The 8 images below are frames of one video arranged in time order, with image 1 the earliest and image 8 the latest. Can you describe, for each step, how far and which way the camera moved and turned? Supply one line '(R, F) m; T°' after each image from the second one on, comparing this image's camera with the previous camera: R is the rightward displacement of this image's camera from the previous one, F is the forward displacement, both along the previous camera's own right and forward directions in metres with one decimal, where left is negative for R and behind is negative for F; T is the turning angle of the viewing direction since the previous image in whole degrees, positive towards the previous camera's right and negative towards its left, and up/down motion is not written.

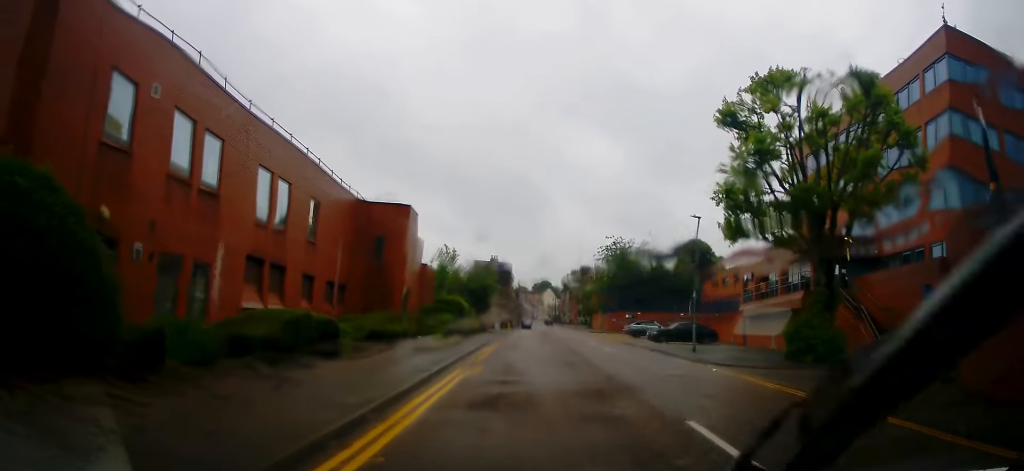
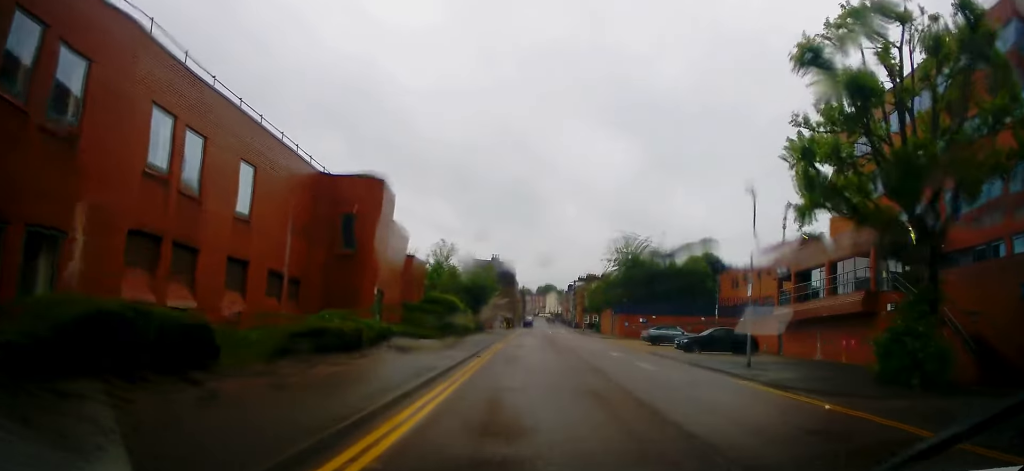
(0.0, +6.2) m; -1°
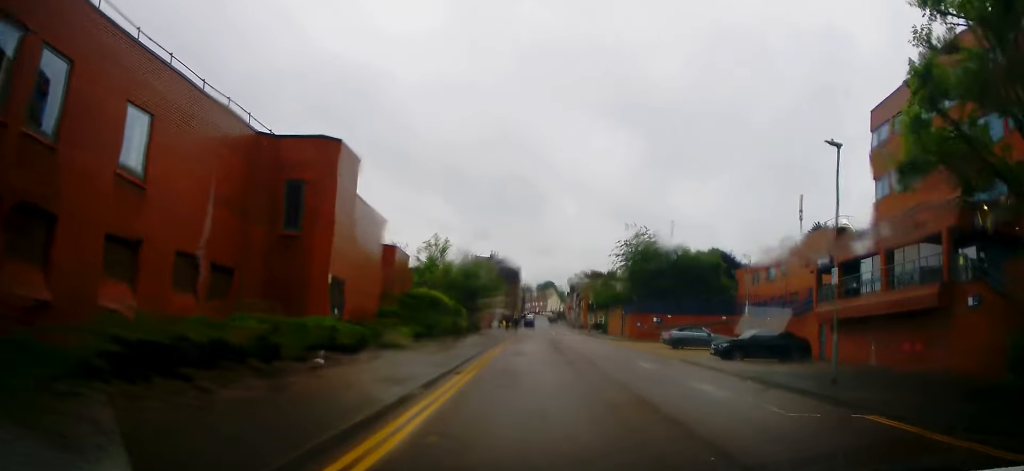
(0.0, +5.7) m; -1°
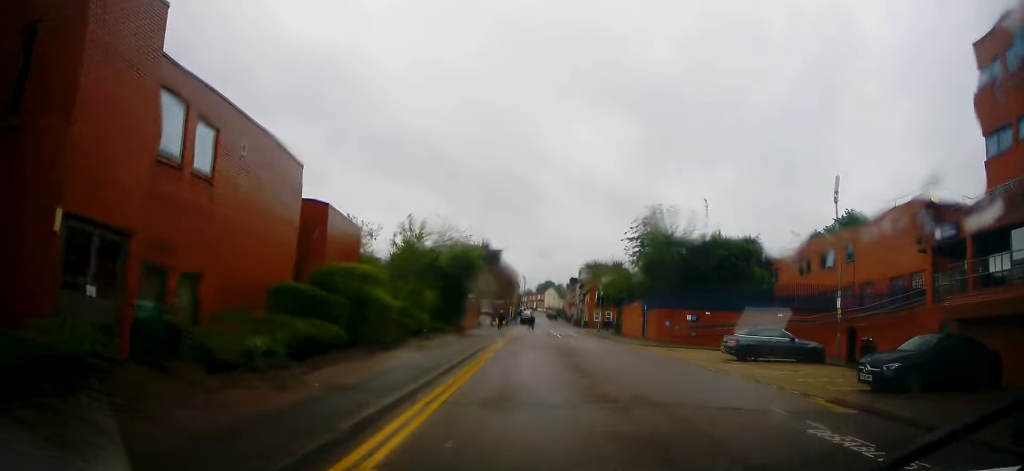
(+0.1, +12.5) m; +1°
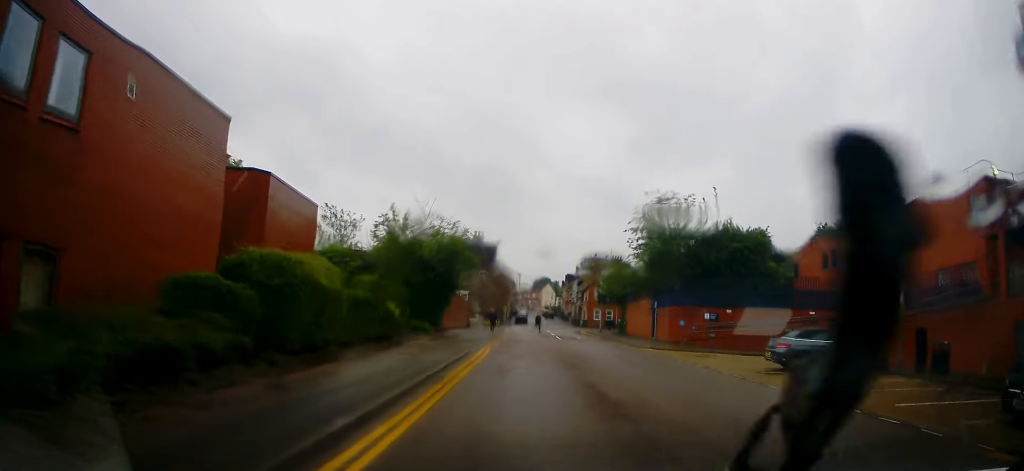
(0.0, +5.6) m; +3°
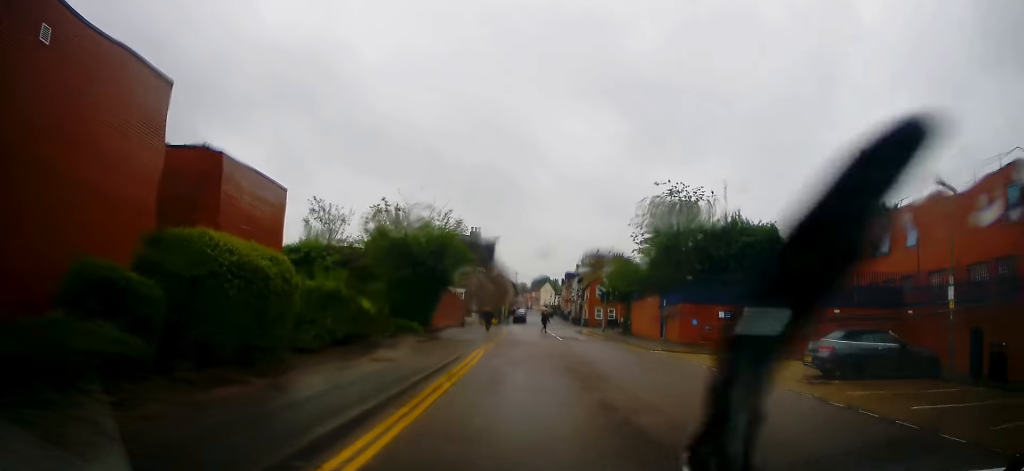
(0.0, +3.1) m; +1°
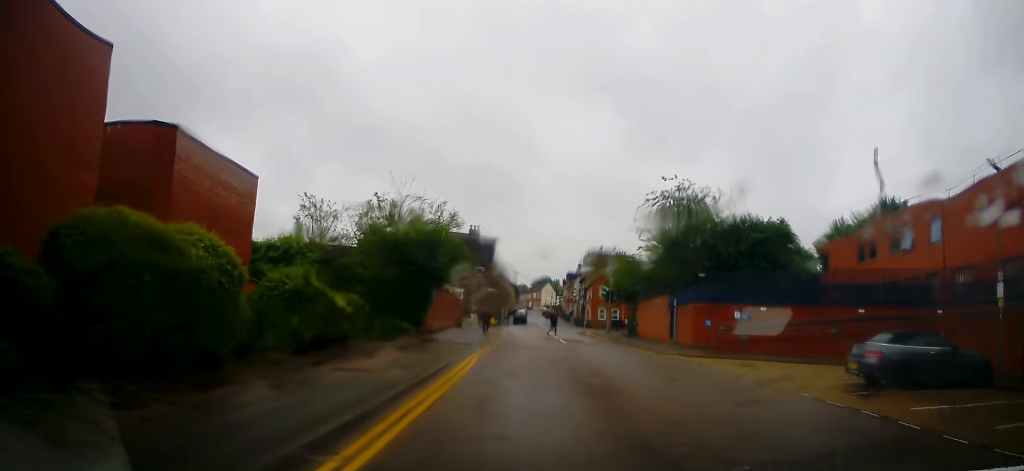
(+0.2, +2.4) m; -1°
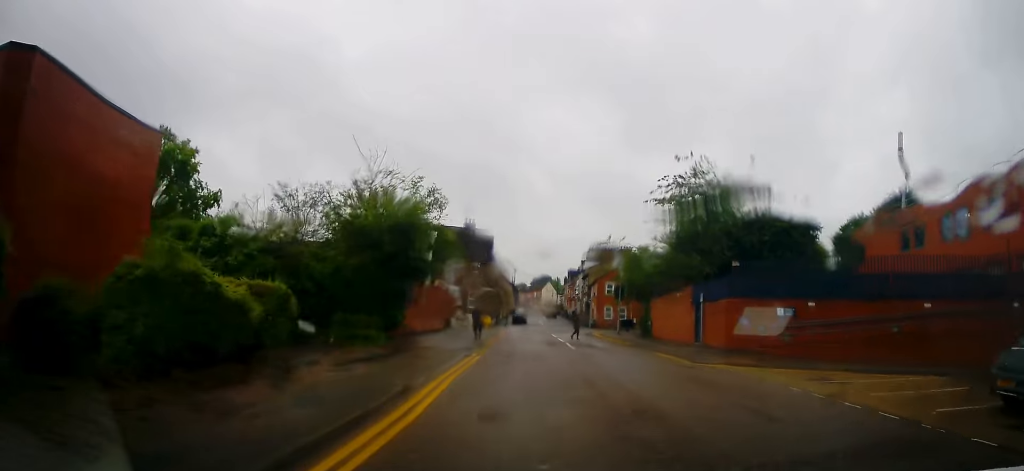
(-0.5, +5.5) m; -4°
